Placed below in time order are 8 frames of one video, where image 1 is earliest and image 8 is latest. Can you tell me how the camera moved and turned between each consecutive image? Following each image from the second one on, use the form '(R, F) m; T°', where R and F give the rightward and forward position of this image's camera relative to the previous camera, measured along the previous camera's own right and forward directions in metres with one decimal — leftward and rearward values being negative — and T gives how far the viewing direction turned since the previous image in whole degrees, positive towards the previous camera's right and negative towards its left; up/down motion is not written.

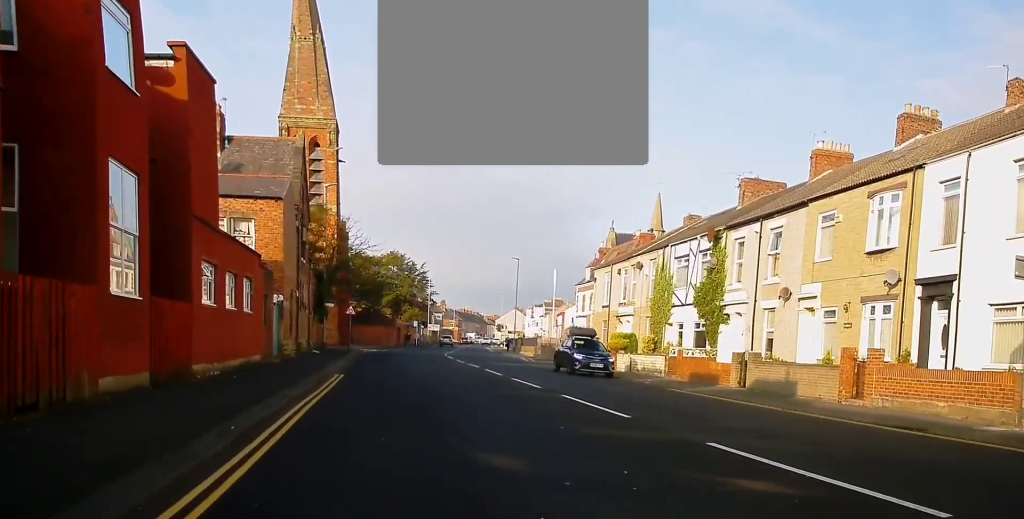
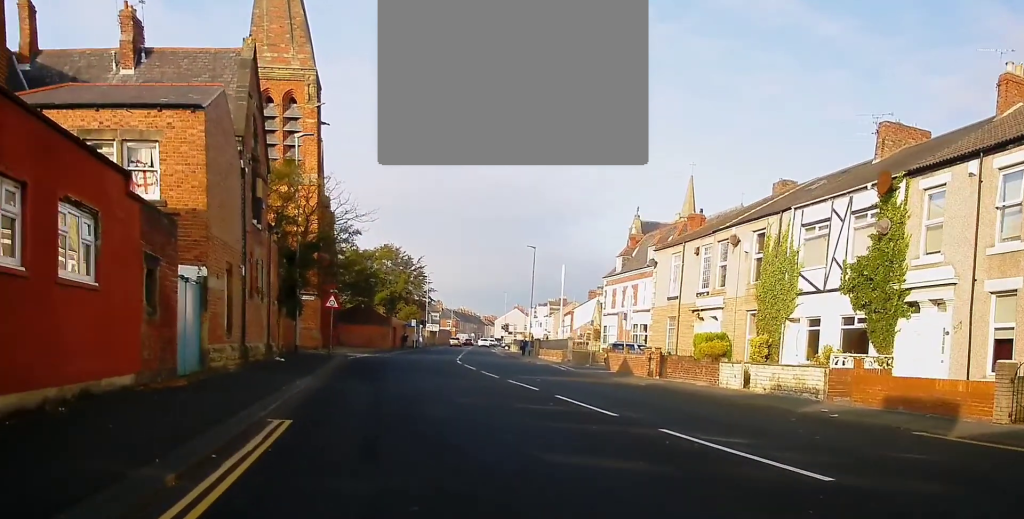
(+0.2, +12.4) m; +4°
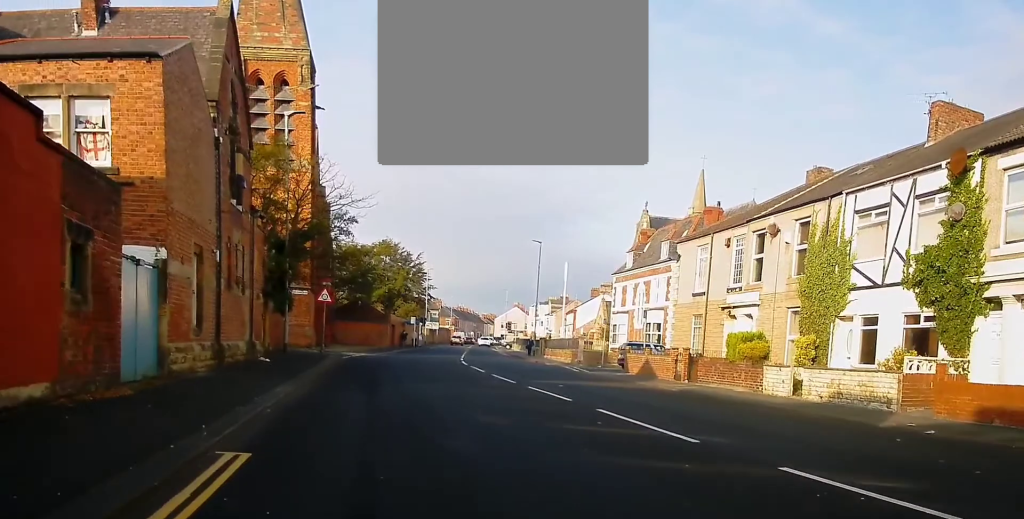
(+0.3, +3.2) m; -1°
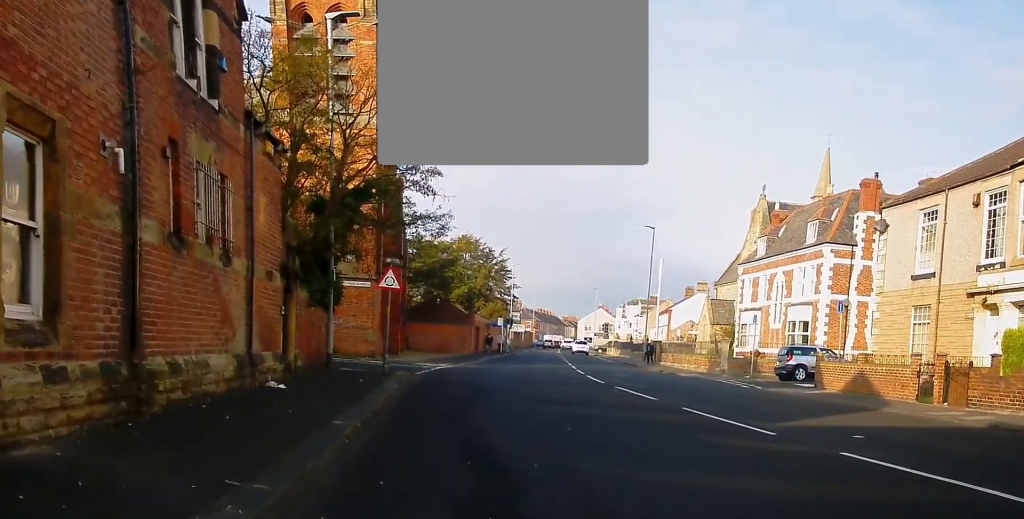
(-0.9, +10.0) m; -8°
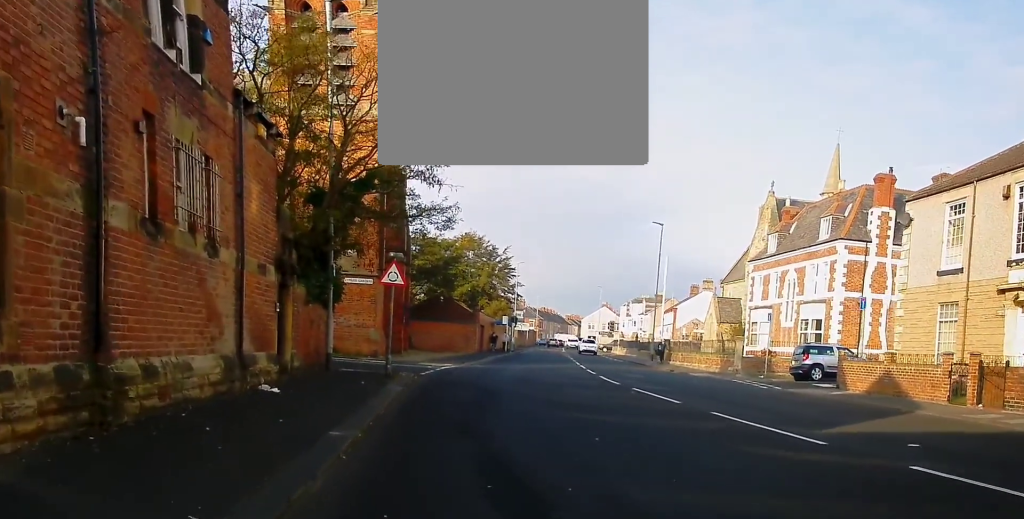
(-0.1, +1.2) m; -3°
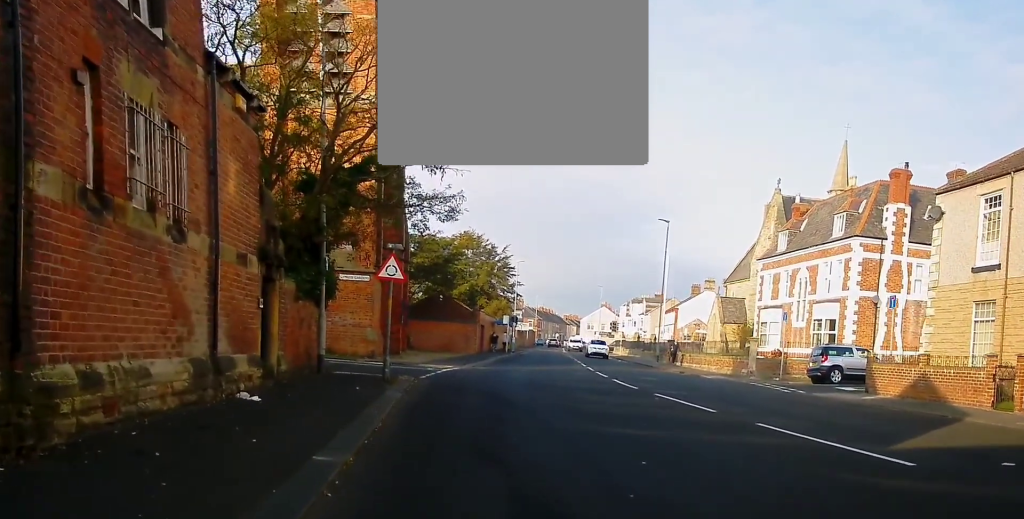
(0.0, +1.8) m; +6°
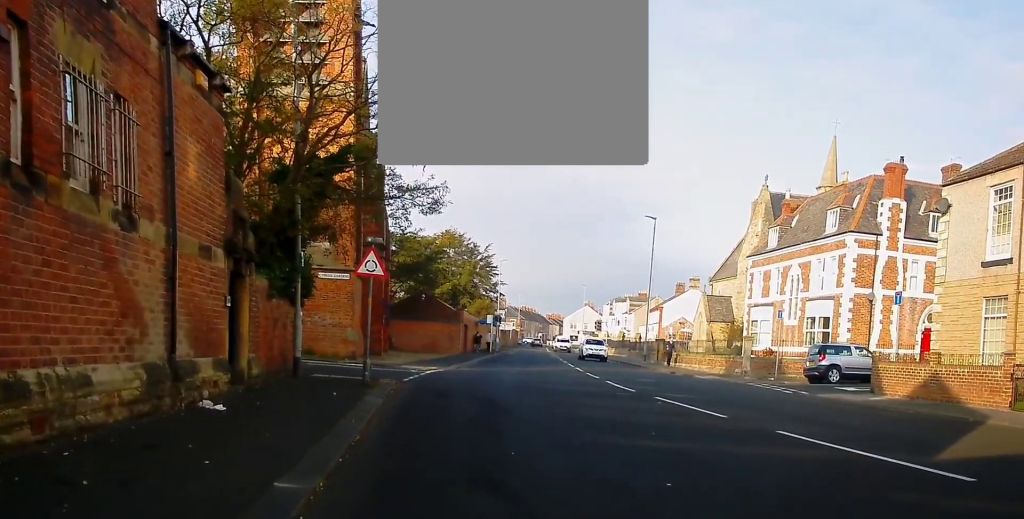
(+0.2, +1.0) m; +2°
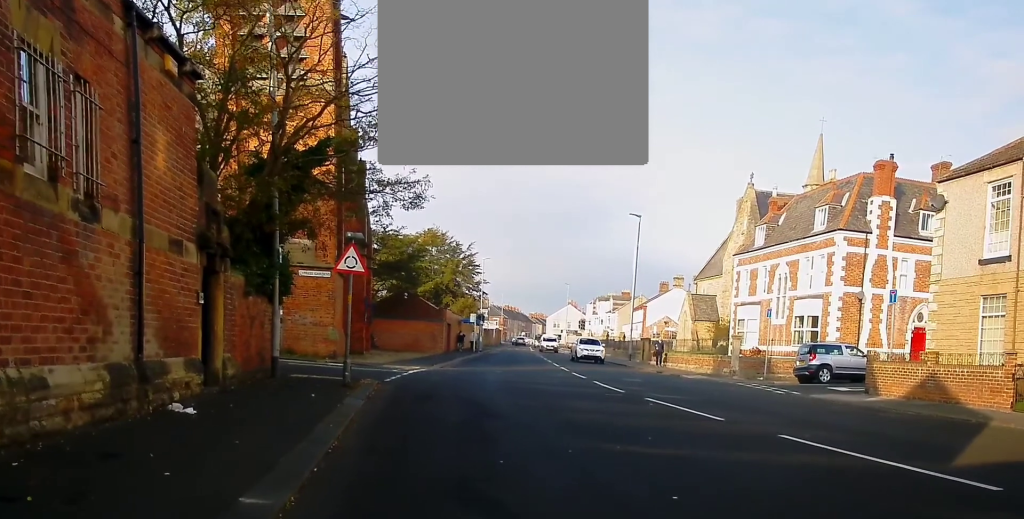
(+0.1, +0.5) m; 0°
